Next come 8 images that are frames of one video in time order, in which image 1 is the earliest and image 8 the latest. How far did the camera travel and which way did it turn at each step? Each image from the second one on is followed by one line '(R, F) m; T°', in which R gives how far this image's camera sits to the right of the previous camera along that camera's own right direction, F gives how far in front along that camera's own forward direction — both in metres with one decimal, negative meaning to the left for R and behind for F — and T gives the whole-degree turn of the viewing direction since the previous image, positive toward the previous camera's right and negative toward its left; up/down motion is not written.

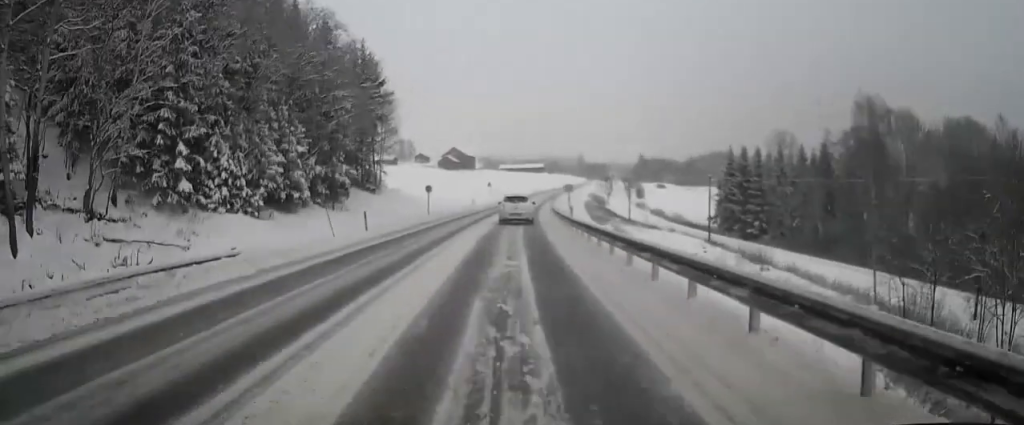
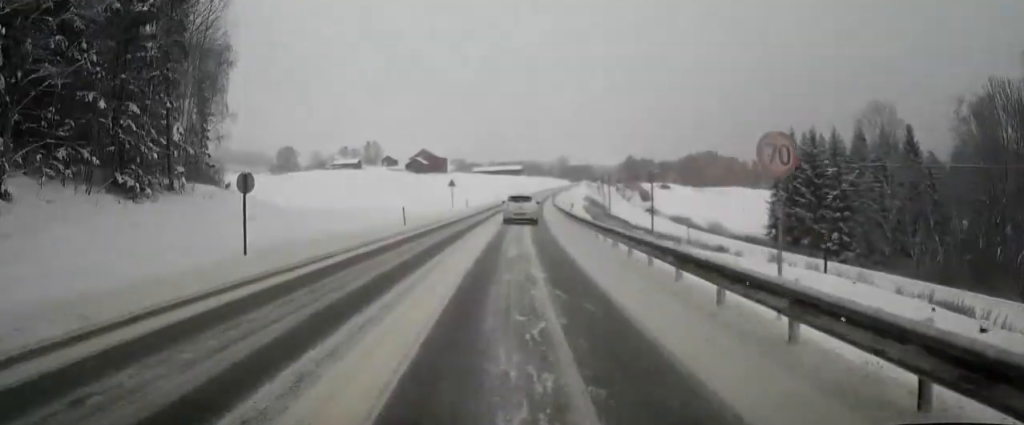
(+0.5, +32.8) m; +2°
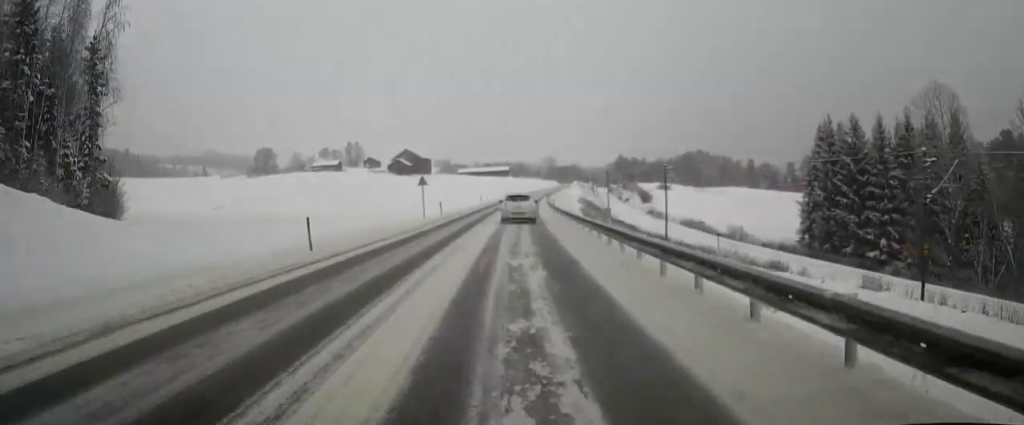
(+0.2, +13.0) m; +1°
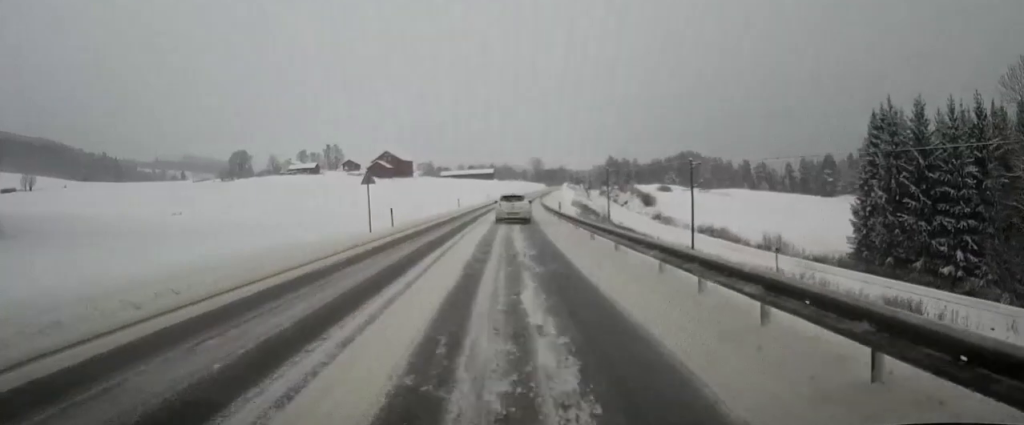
(0.0, +14.6) m; +1°
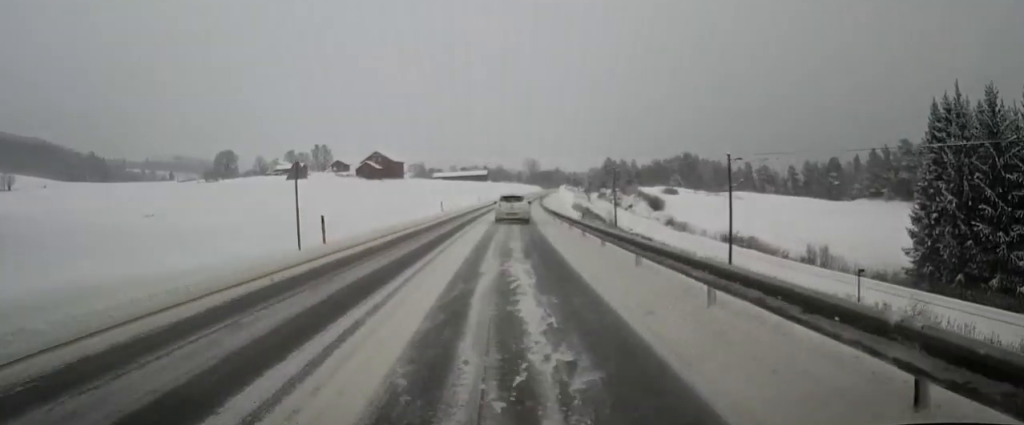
(+0.2, +10.7) m; +2°
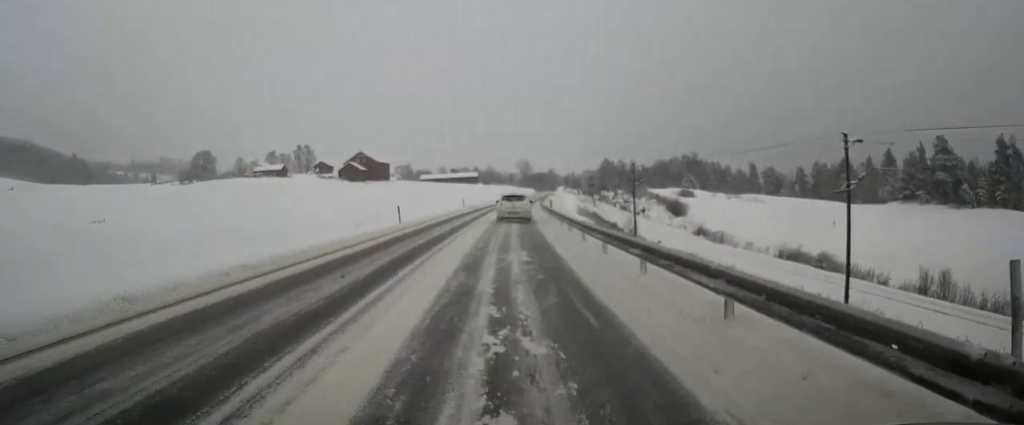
(+0.4, +16.5) m; +1°
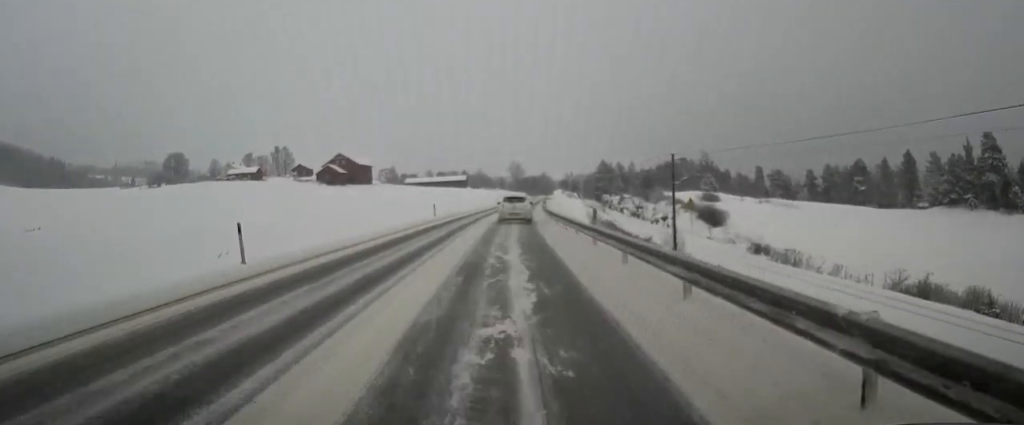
(0.0, +19.1) m; +1°
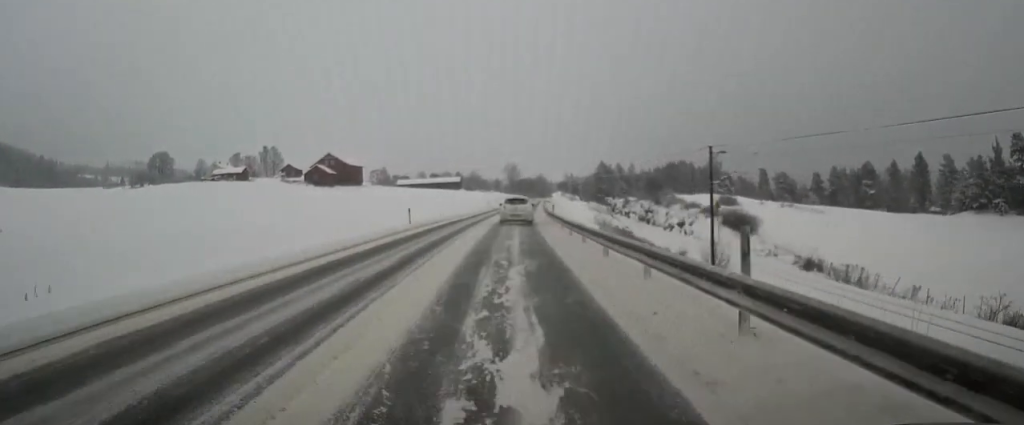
(+0.1, +10.0) m; +1°
